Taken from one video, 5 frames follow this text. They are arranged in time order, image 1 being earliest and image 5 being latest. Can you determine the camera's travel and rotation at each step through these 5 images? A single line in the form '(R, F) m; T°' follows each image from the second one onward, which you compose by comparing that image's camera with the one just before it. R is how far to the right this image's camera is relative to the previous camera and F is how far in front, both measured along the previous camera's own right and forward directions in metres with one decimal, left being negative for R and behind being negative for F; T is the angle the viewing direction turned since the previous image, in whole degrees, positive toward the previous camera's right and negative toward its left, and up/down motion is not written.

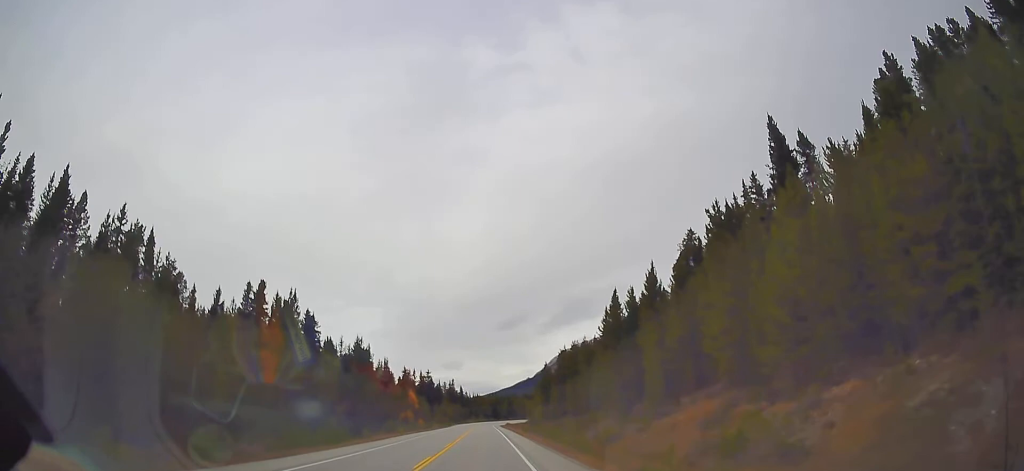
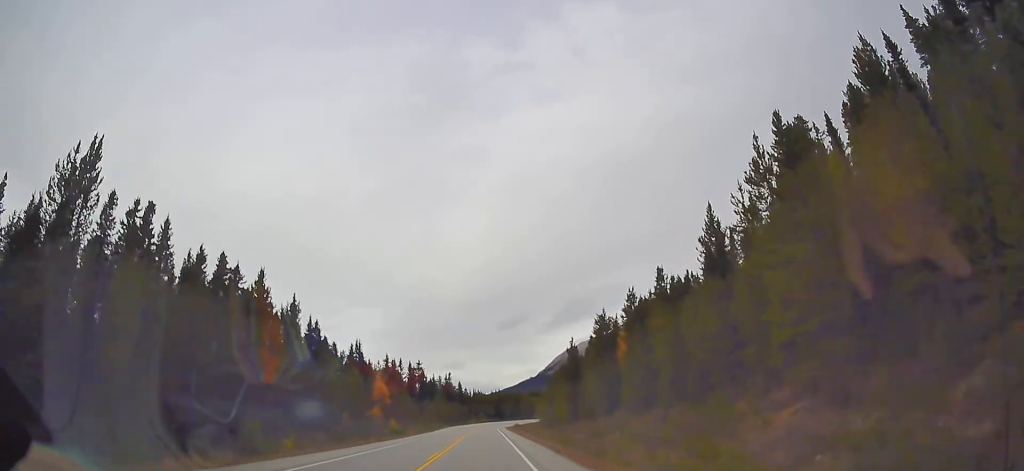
(+0.5, +35.8) m; 0°
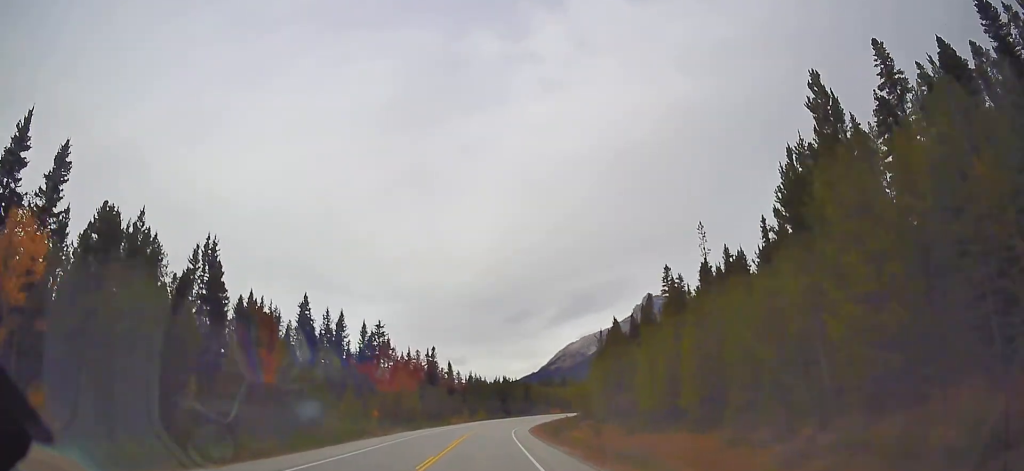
(-0.8, +67.6) m; 0°
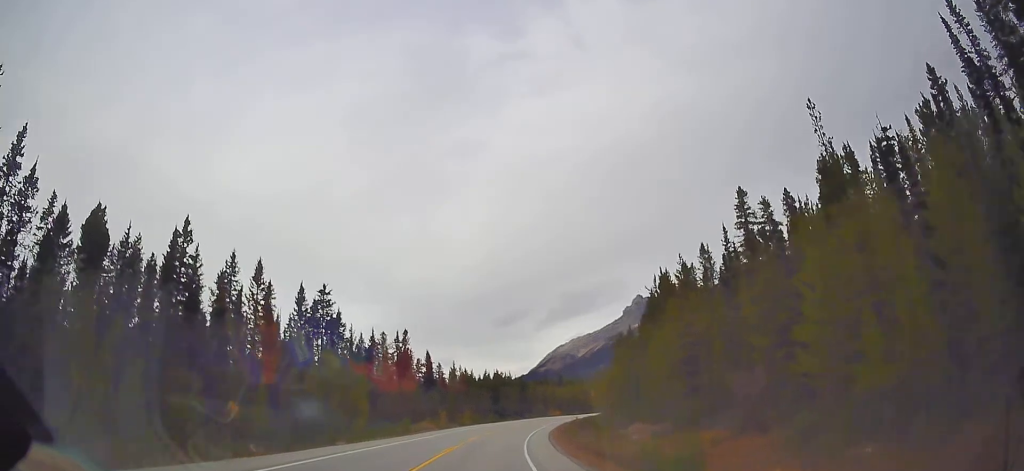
(-0.1, +32.5) m; 0°
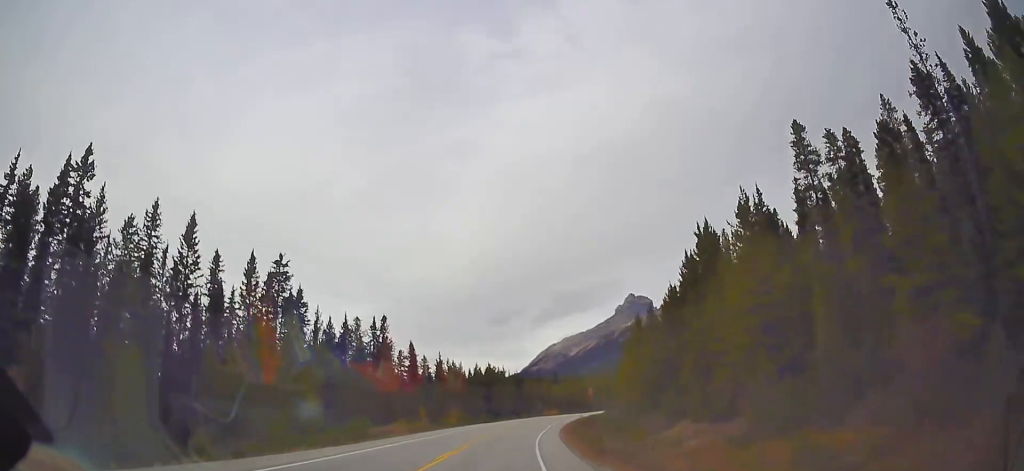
(-0.1, +15.6) m; +1°
